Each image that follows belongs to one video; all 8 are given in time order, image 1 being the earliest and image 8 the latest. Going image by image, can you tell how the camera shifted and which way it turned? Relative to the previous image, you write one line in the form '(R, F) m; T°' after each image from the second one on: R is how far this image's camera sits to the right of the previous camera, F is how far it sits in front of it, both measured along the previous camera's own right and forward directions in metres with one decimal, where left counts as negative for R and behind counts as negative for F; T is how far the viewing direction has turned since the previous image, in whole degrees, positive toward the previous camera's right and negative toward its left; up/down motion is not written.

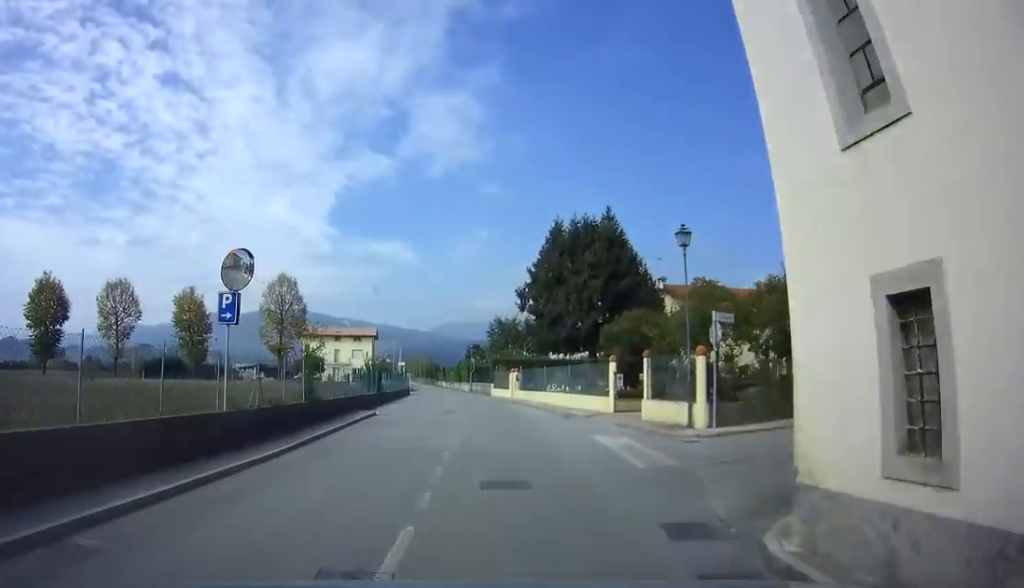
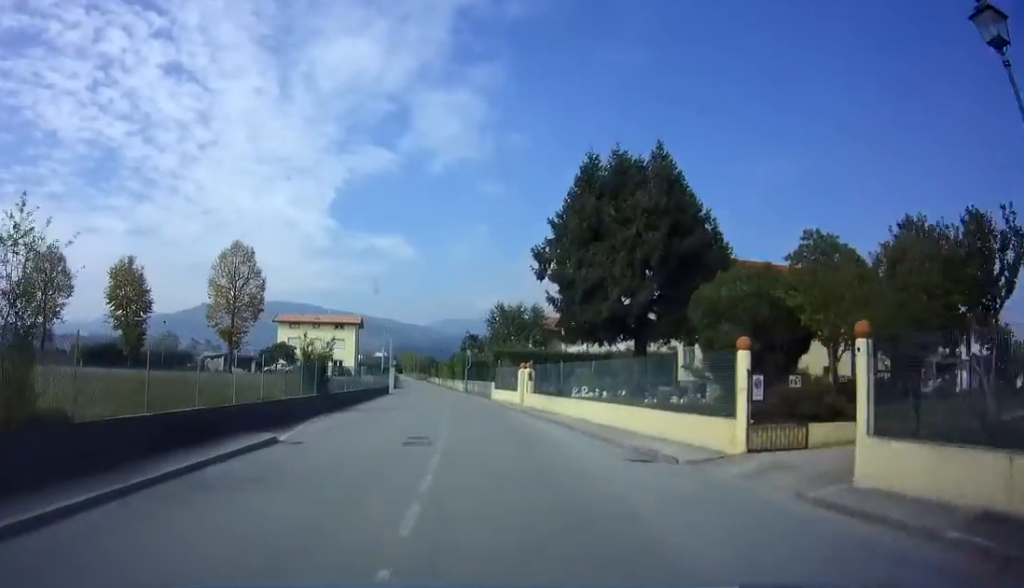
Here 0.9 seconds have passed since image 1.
(0.0, +11.9) m; 0°
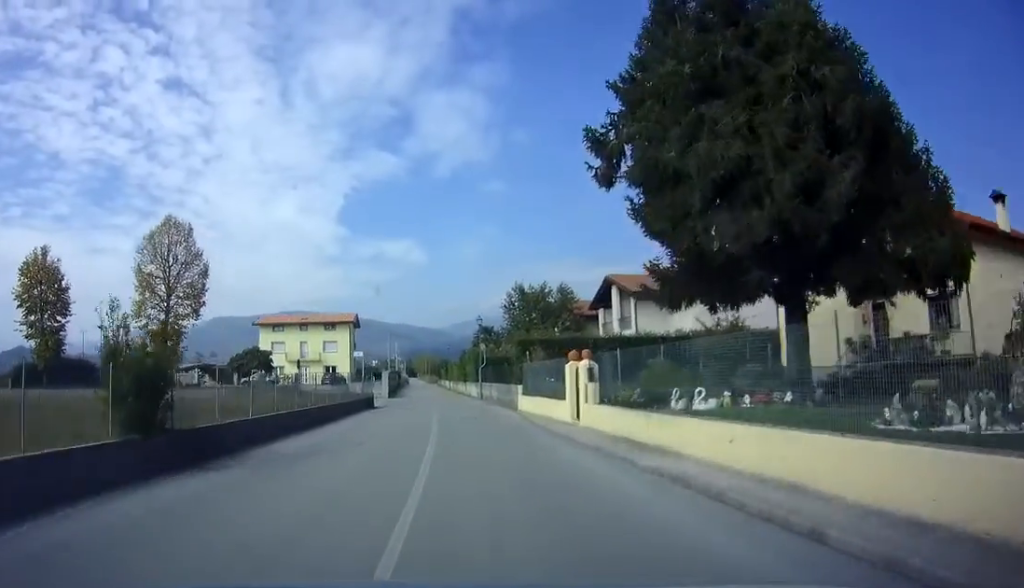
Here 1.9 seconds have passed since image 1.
(0.0, +13.1) m; -3°
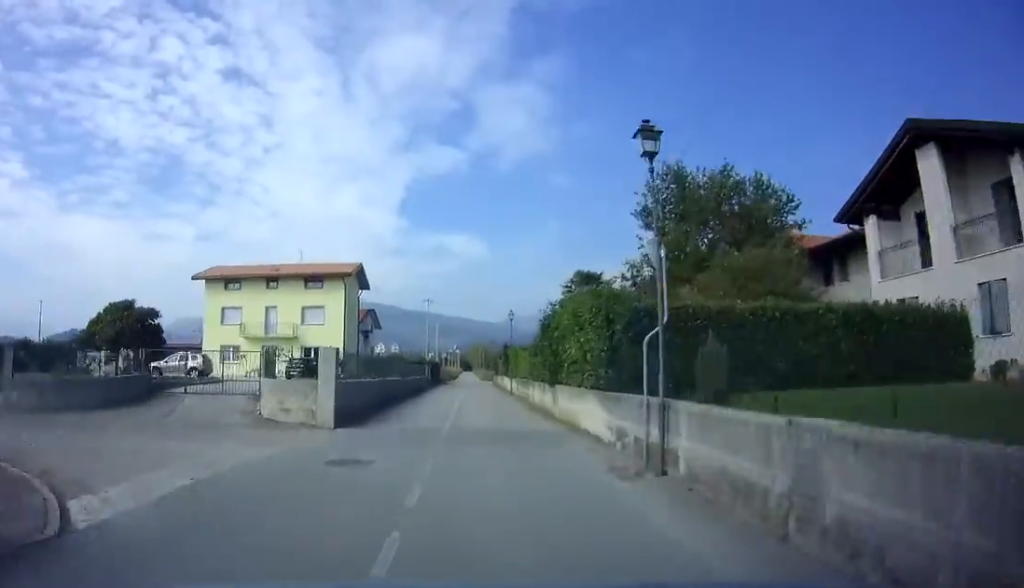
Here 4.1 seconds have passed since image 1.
(-1.8, +29.2) m; -5°
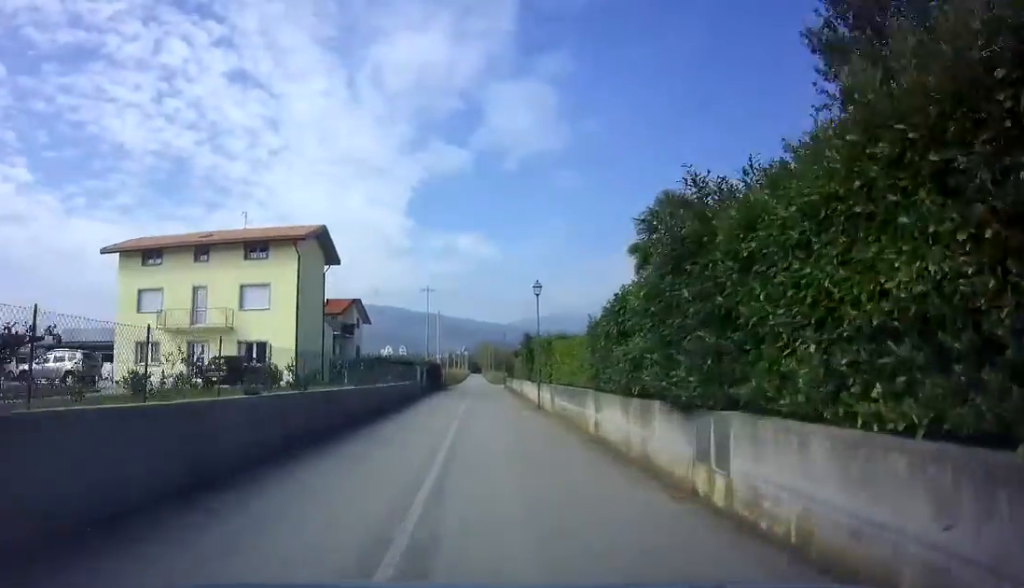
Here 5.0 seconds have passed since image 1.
(-0.1, +13.6) m; 0°
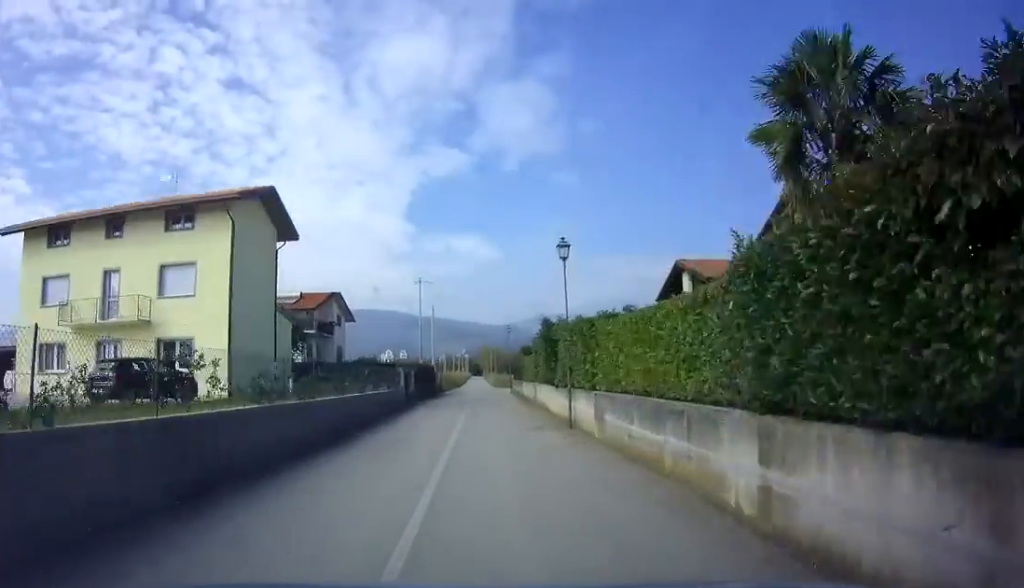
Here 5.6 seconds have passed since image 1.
(0.0, +8.4) m; 0°
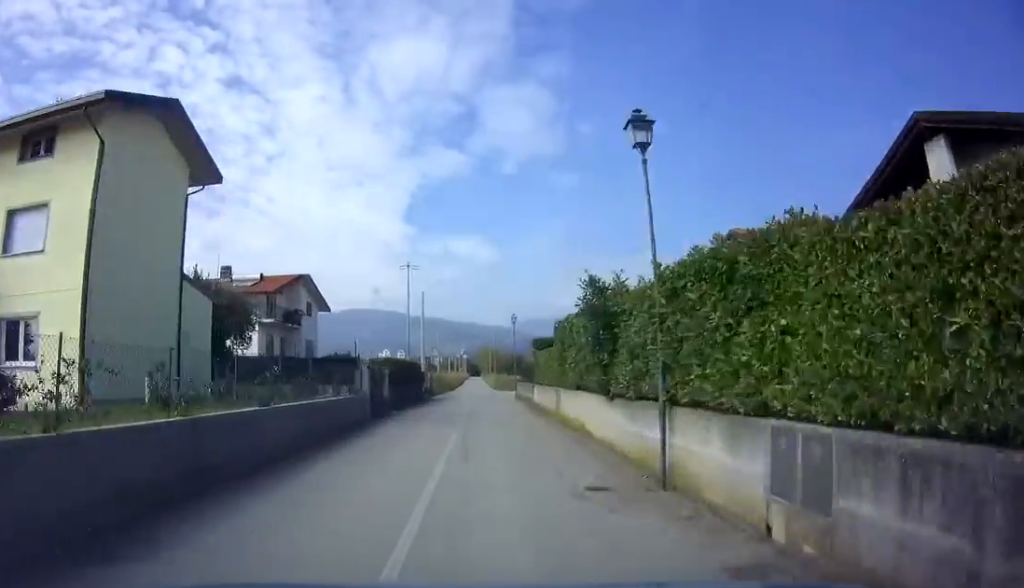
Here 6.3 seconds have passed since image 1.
(0.0, +8.9) m; 0°
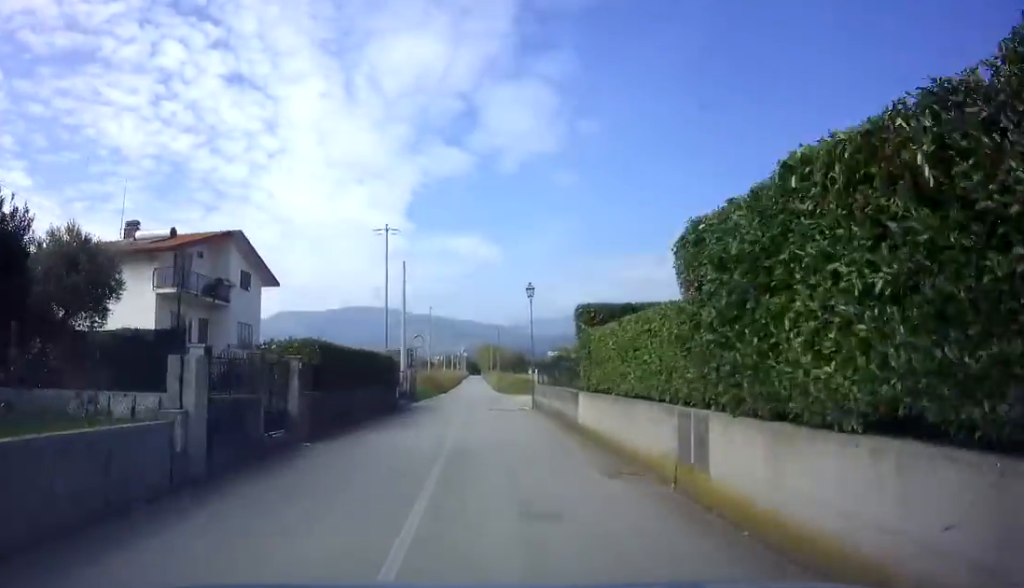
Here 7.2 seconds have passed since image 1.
(0.0, +12.5) m; 0°
